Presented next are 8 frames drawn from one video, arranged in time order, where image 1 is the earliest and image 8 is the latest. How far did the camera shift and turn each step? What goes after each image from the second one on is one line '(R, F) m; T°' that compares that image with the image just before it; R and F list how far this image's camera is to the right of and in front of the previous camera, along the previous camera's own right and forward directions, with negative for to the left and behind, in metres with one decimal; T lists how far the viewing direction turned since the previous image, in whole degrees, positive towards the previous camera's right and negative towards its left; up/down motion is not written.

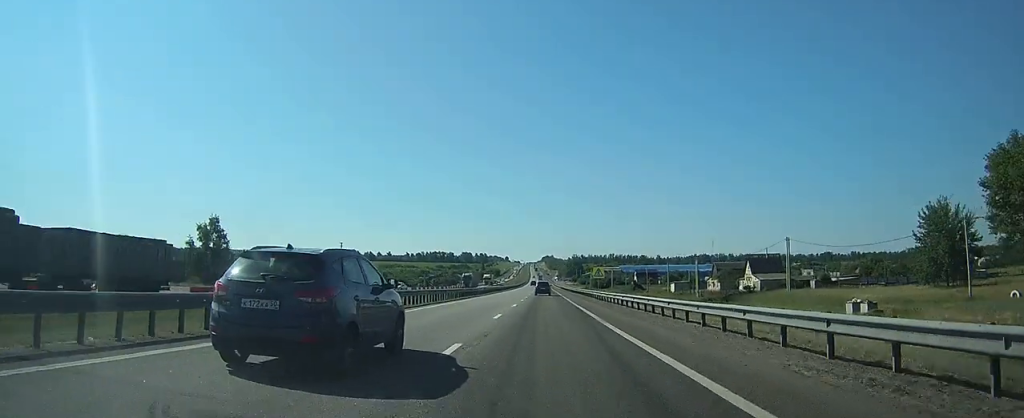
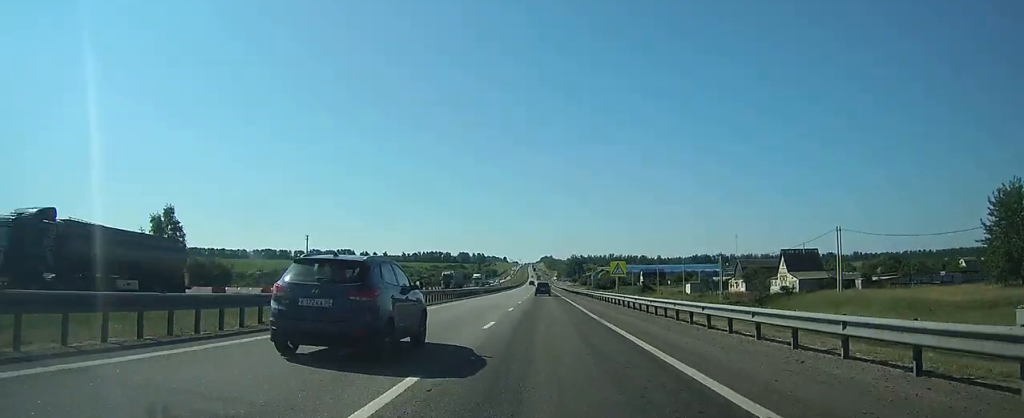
(0.0, +18.3) m; 0°
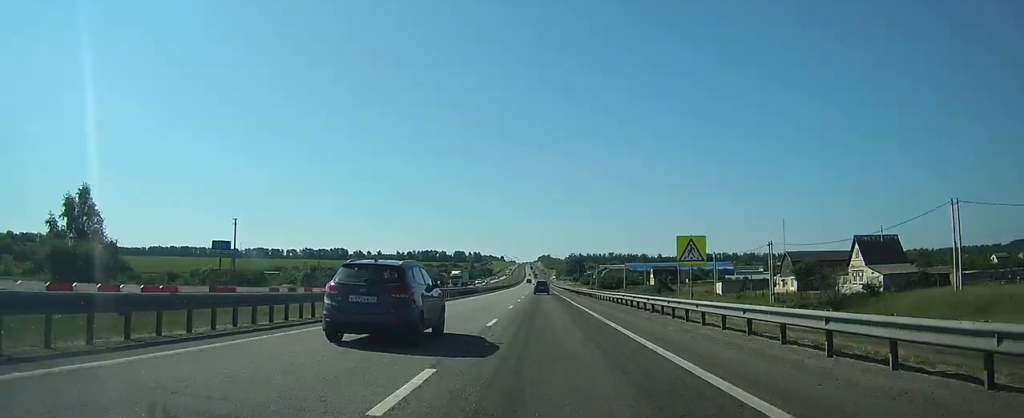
(0.0, +25.0) m; 0°
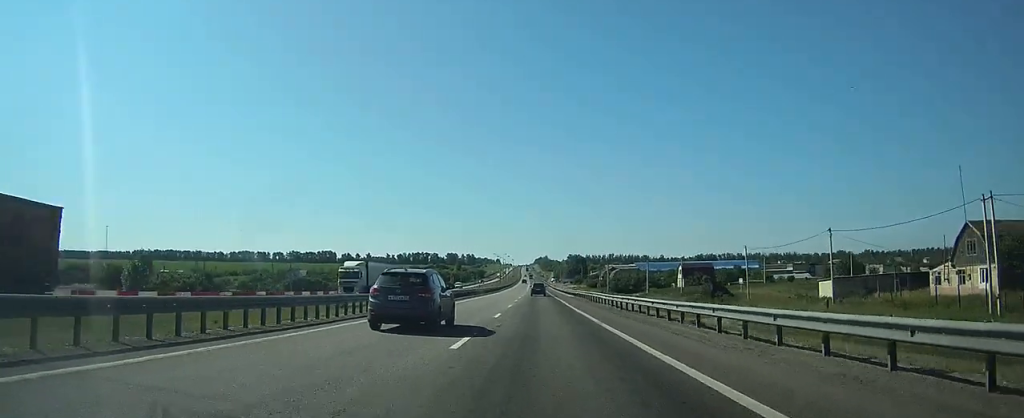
(0.0, +43.6) m; 0°
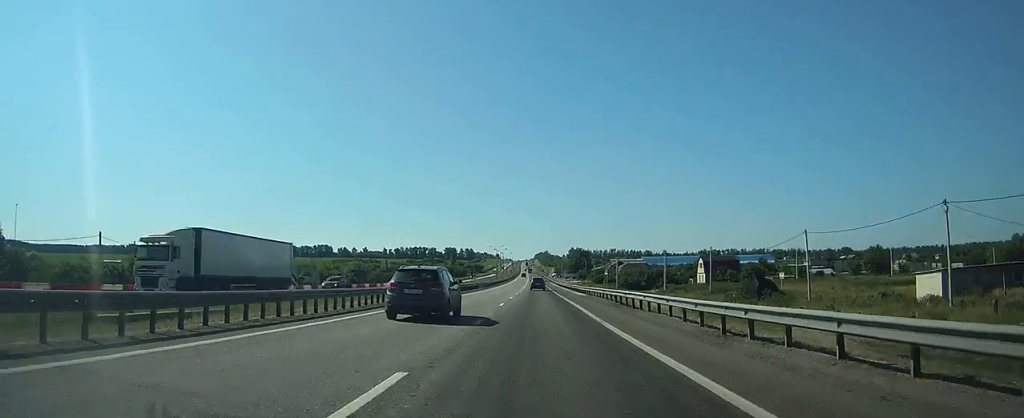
(0.0, +19.0) m; 0°
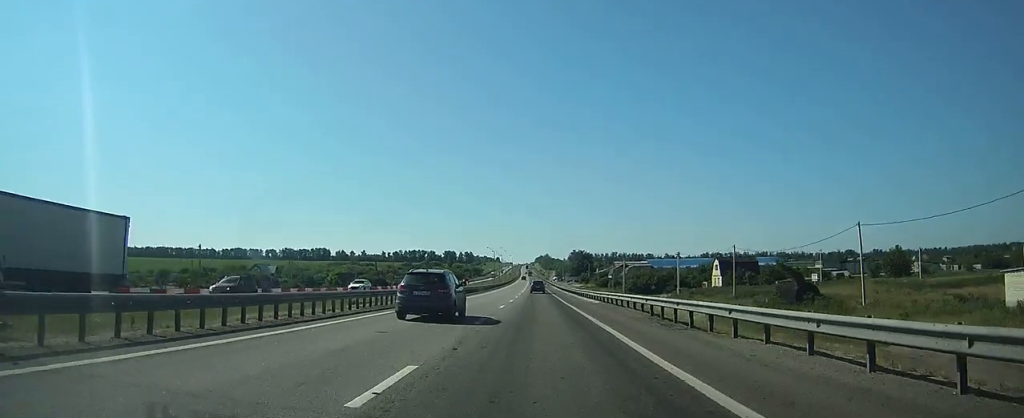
(0.0, +11.1) m; 0°
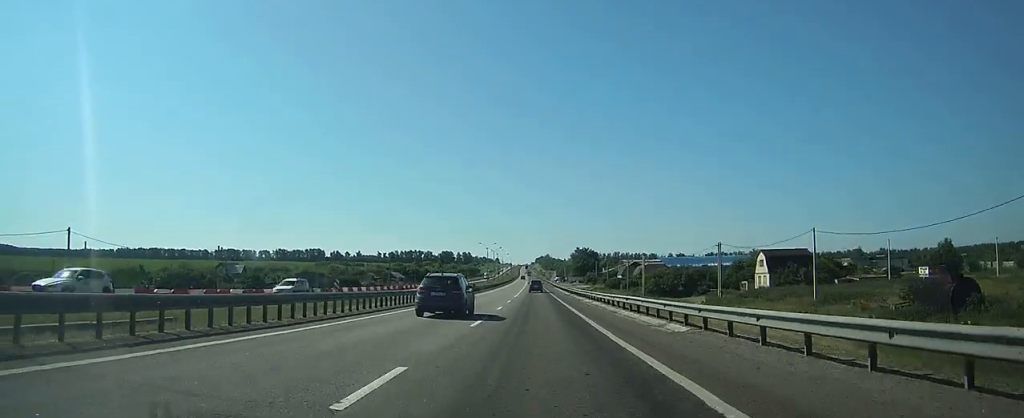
(0.0, +24.5) m; 0°
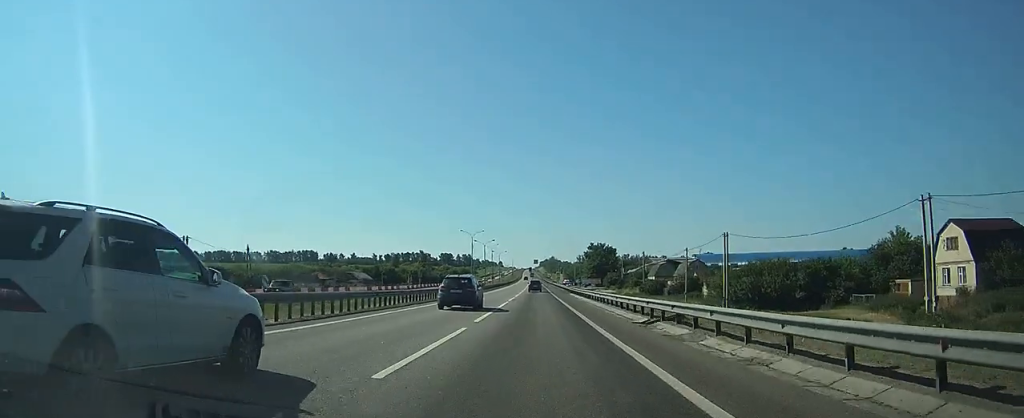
(0.0, +46.0) m; 0°
